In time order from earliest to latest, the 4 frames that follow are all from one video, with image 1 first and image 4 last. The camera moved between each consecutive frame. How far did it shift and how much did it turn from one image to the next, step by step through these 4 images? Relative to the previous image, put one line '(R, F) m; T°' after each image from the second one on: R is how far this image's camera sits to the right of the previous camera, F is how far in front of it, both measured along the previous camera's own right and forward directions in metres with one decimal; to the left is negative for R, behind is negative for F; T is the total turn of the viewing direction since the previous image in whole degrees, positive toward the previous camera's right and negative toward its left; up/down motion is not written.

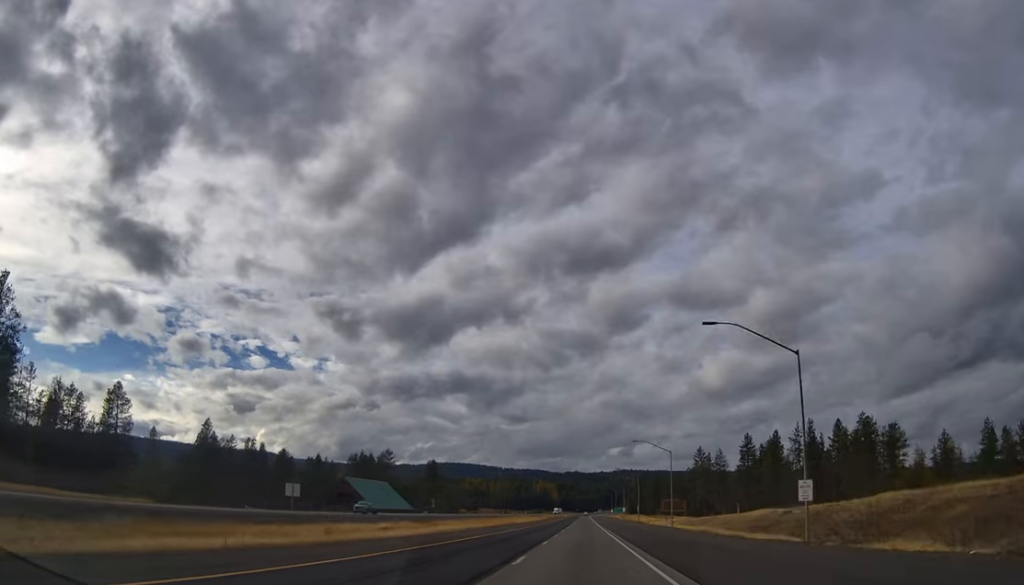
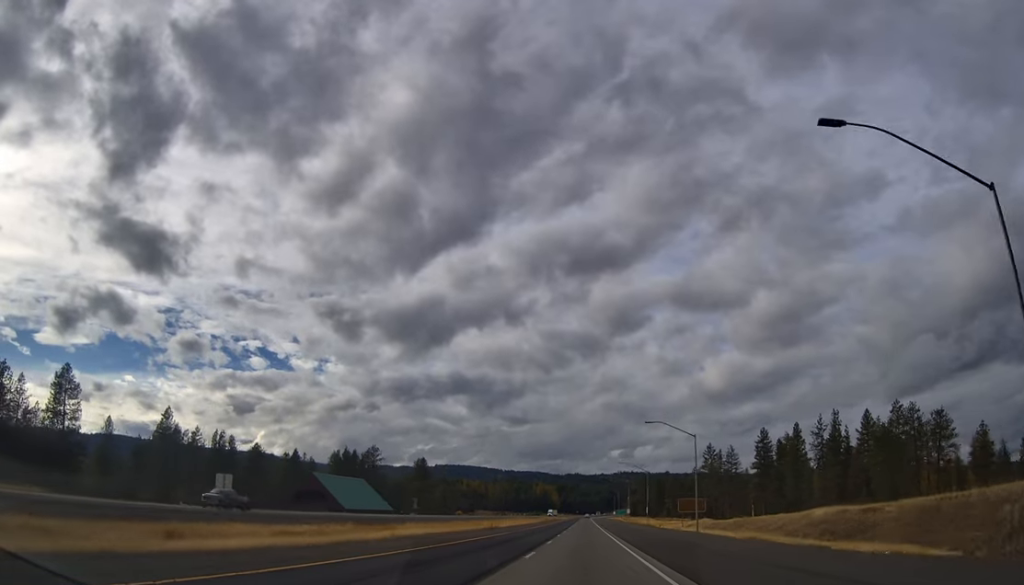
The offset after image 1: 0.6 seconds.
(+0.3, +21.1) m; 0°
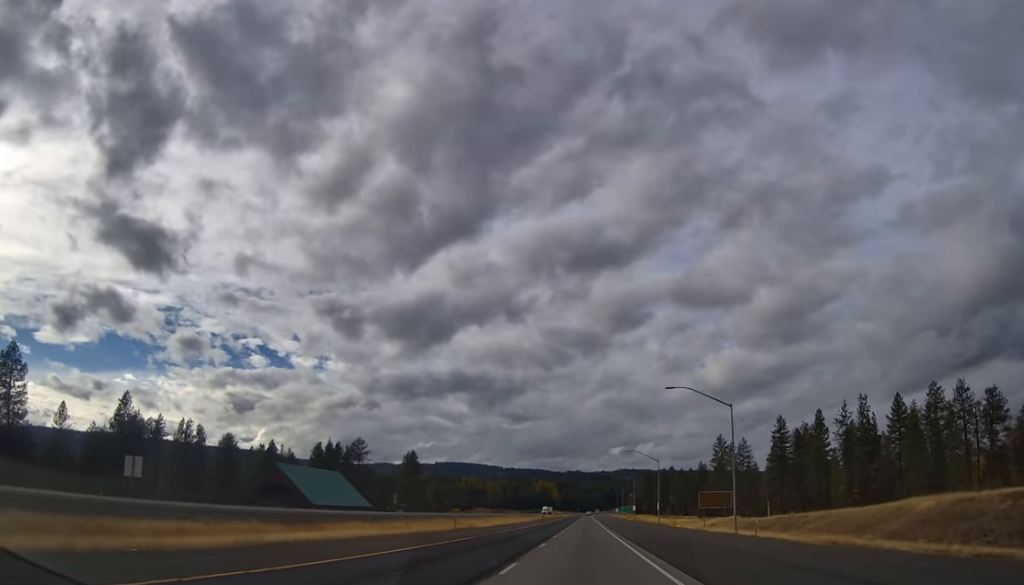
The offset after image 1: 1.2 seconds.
(+0.1, +18.8) m; 0°
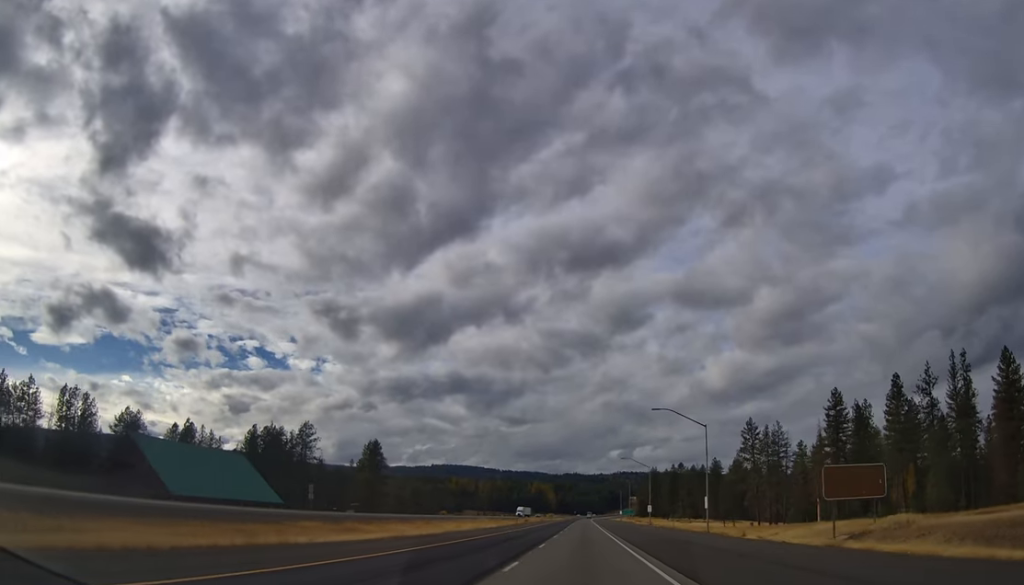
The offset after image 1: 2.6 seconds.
(-0.7, +47.5) m; -1°
